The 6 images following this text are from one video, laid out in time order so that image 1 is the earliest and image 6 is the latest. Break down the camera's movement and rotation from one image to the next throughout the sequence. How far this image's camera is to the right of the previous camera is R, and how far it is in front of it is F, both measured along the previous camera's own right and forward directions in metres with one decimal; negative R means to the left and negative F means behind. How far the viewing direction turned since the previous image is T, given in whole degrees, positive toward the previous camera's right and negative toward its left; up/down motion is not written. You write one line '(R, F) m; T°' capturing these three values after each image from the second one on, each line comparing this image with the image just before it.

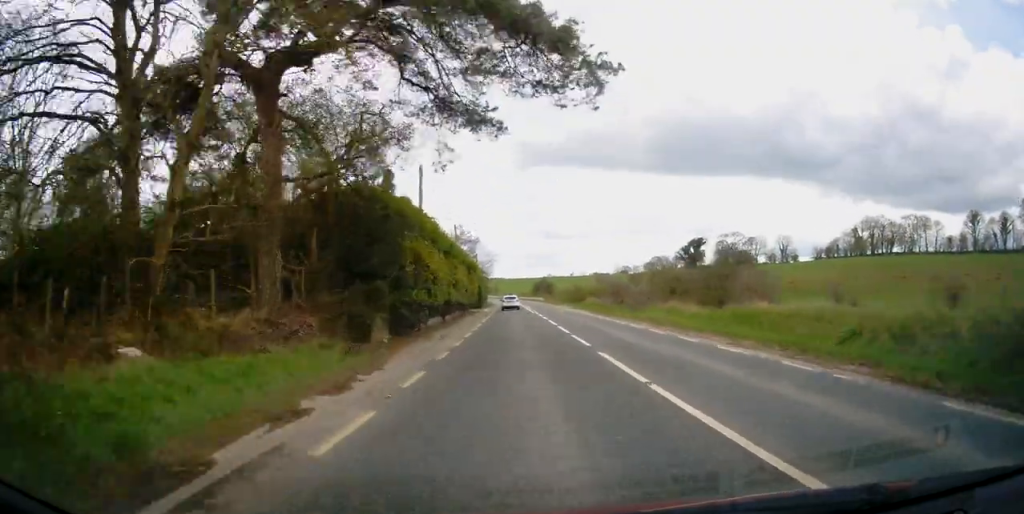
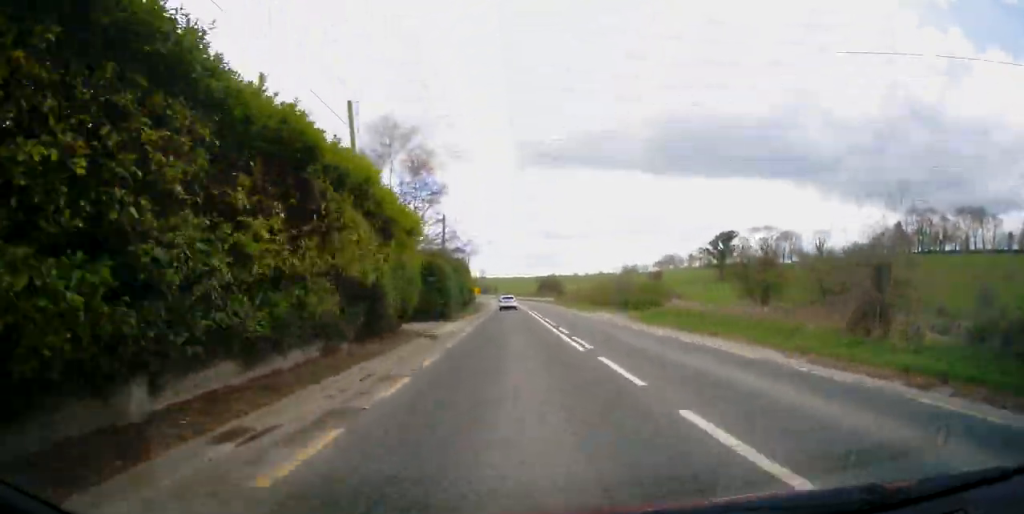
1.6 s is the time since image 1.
(+0.4, +37.1) m; 0°
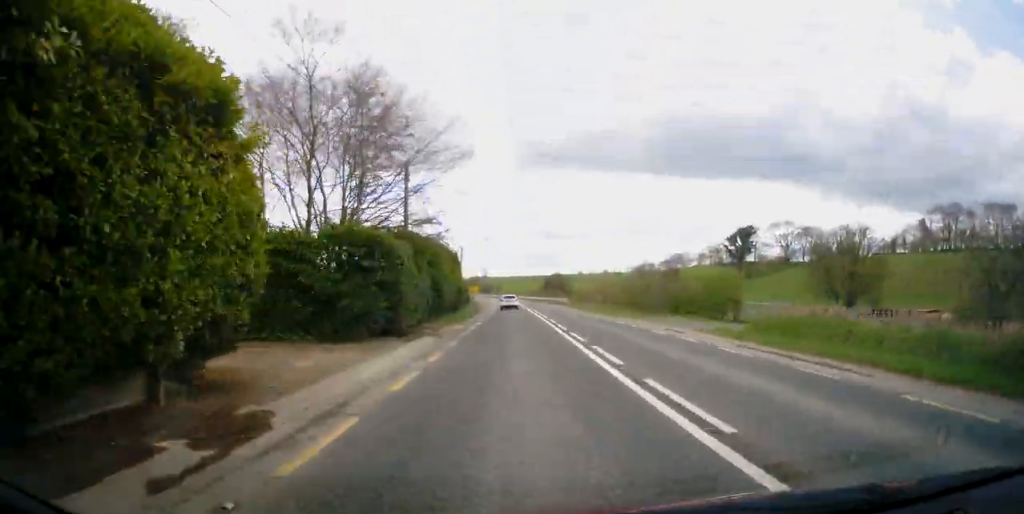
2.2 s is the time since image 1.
(-0.1, +15.6) m; -1°
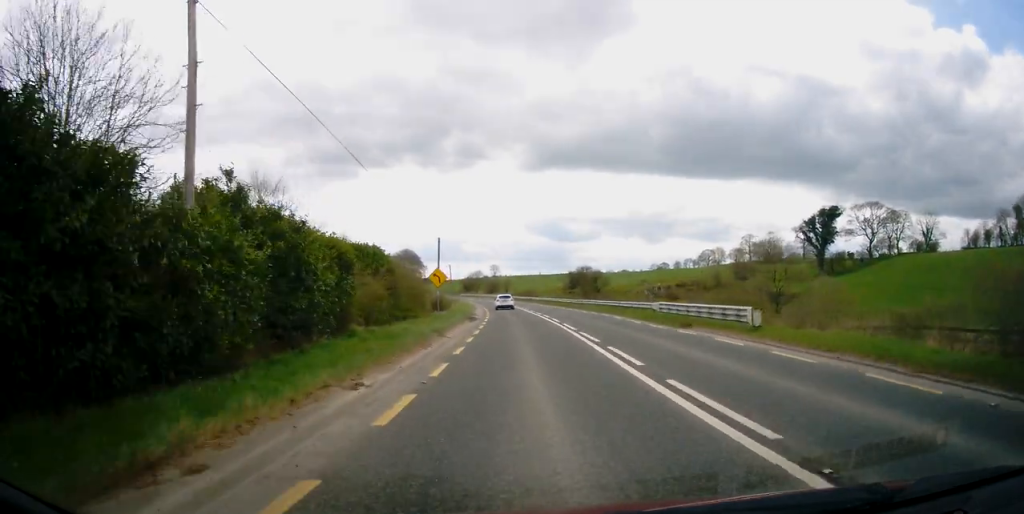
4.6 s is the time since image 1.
(-0.1, +54.5) m; -1°
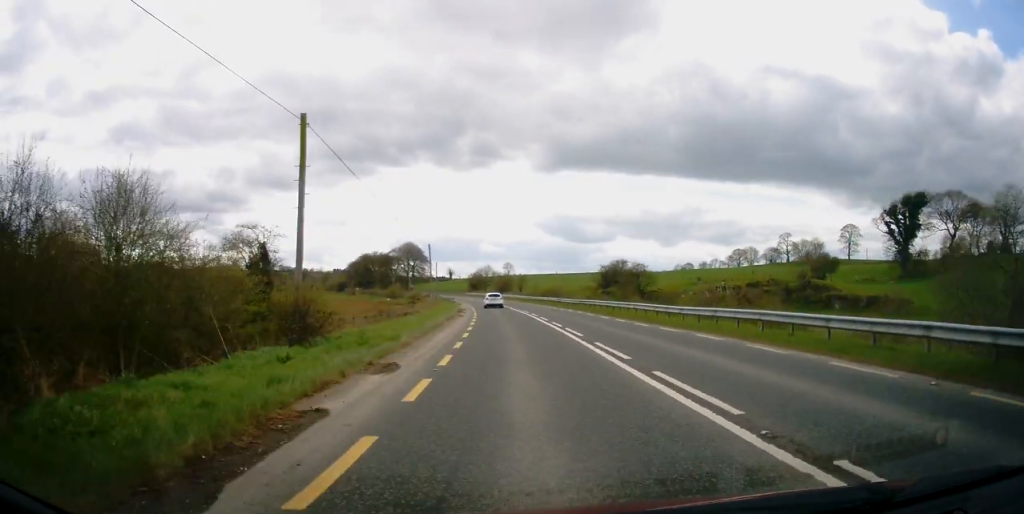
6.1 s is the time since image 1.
(-0.3, +35.1) m; -1°
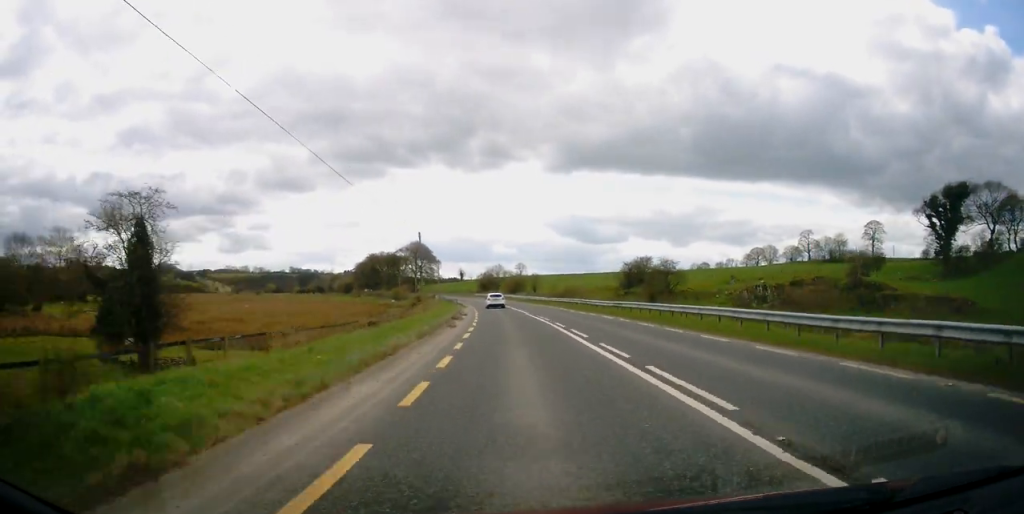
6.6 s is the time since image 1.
(-0.1, +12.2) m; -1°
